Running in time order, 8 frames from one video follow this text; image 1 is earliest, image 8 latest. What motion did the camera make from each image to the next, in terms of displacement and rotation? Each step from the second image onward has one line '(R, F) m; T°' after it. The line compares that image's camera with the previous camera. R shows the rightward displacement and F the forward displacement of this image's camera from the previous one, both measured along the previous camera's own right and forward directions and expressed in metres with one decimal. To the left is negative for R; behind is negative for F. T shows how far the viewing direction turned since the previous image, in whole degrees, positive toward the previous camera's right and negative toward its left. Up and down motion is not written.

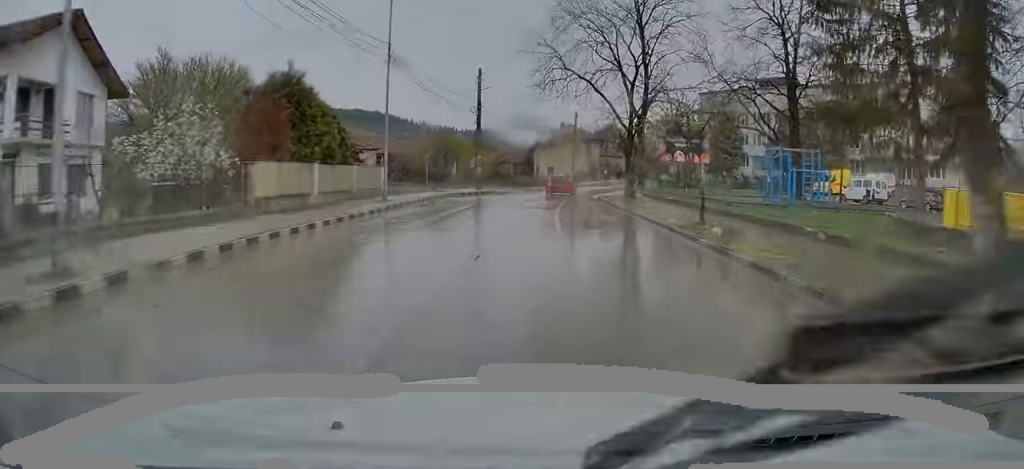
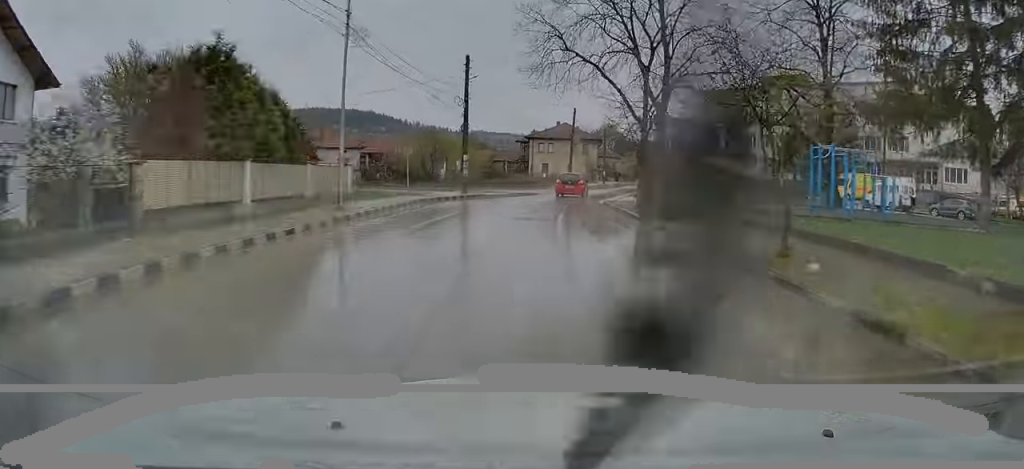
(0.0, +5.2) m; 0°
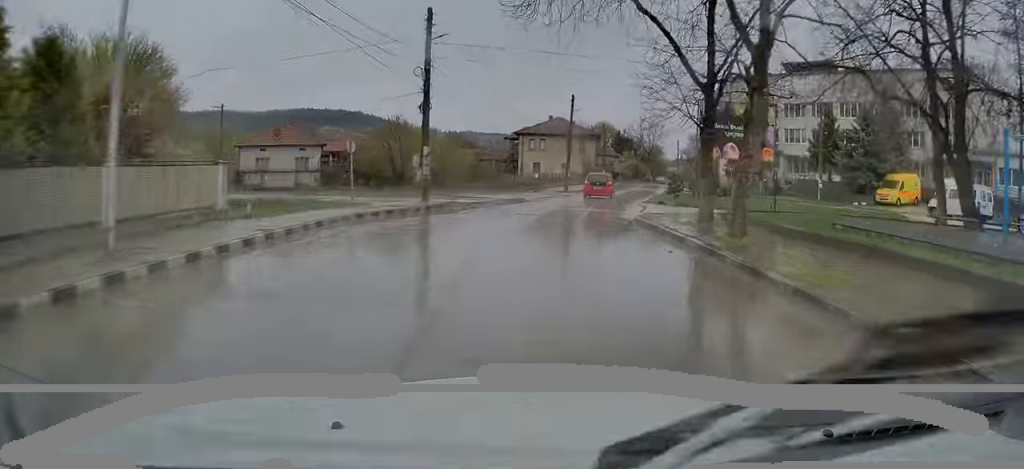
(0.0, +11.0) m; +1°
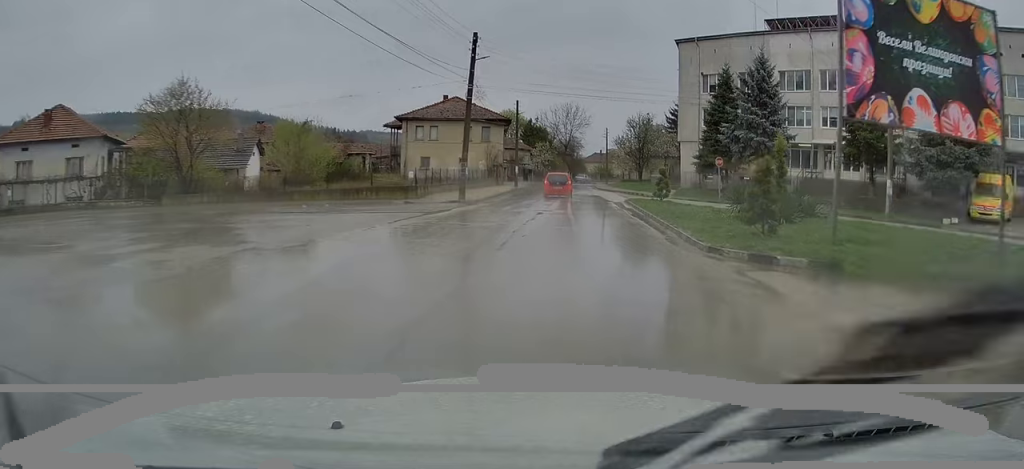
(+1.5, +23.2) m; +8°
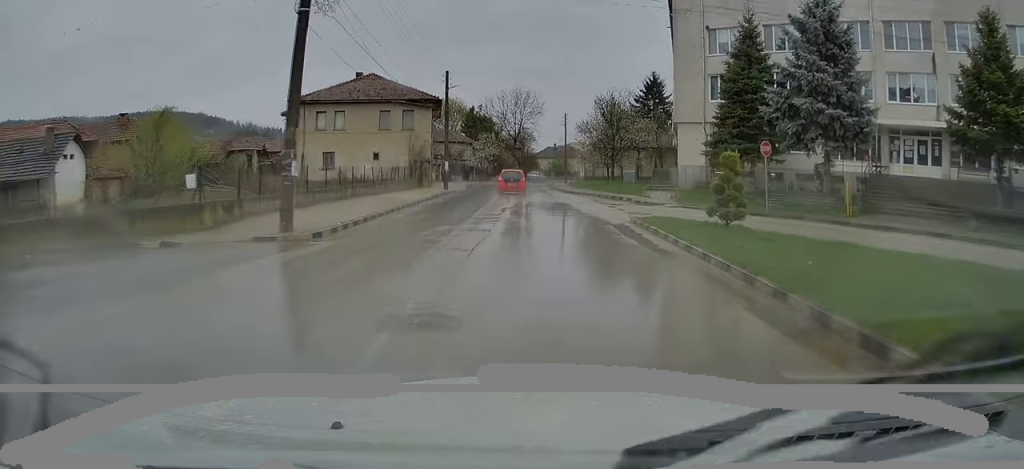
(+0.6, +17.0) m; +4°
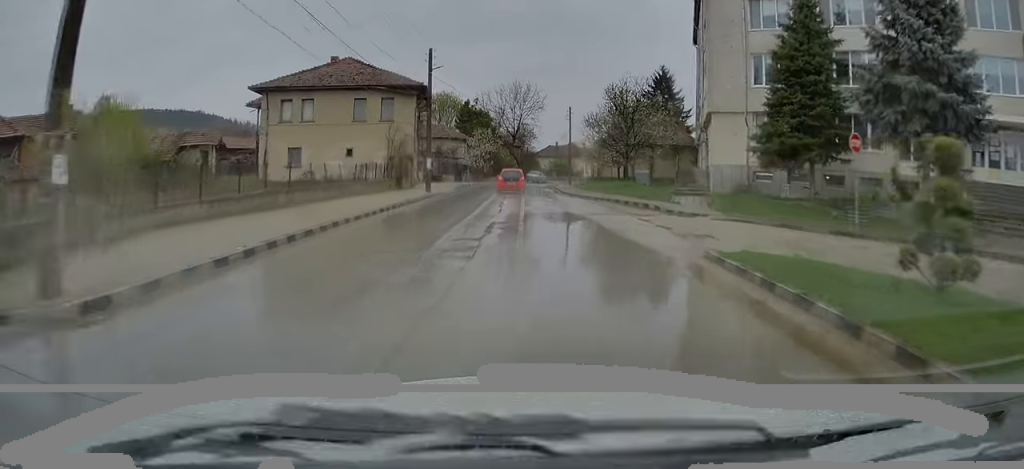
(+0.2, +7.6) m; 0°
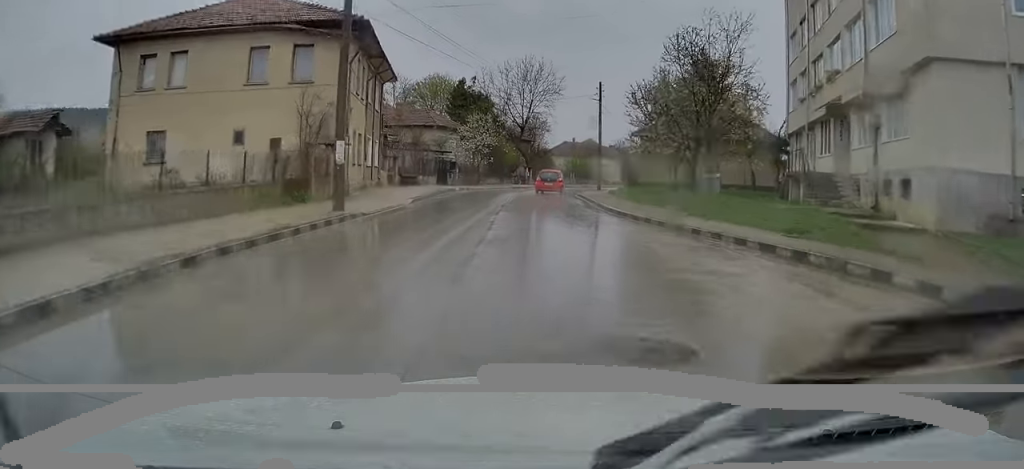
(-0.3, +18.4) m; 0°
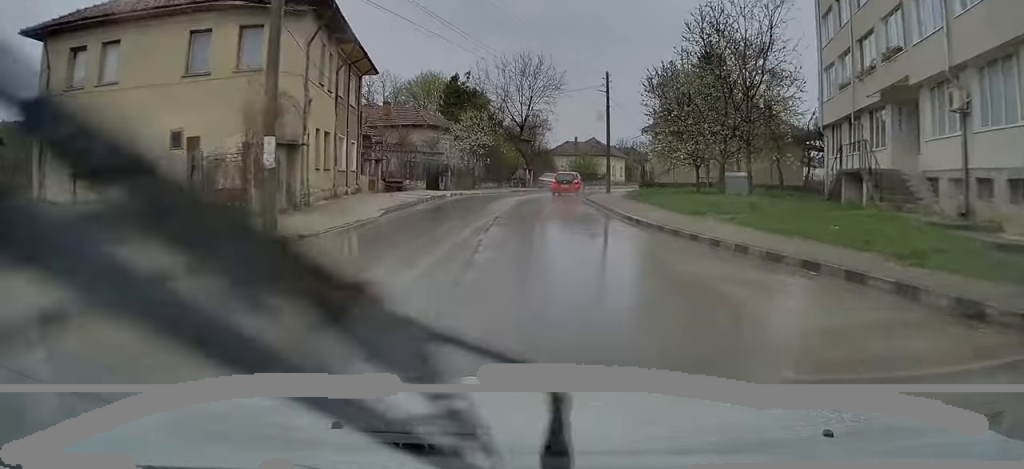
(+0.2, +4.8) m; 0°
